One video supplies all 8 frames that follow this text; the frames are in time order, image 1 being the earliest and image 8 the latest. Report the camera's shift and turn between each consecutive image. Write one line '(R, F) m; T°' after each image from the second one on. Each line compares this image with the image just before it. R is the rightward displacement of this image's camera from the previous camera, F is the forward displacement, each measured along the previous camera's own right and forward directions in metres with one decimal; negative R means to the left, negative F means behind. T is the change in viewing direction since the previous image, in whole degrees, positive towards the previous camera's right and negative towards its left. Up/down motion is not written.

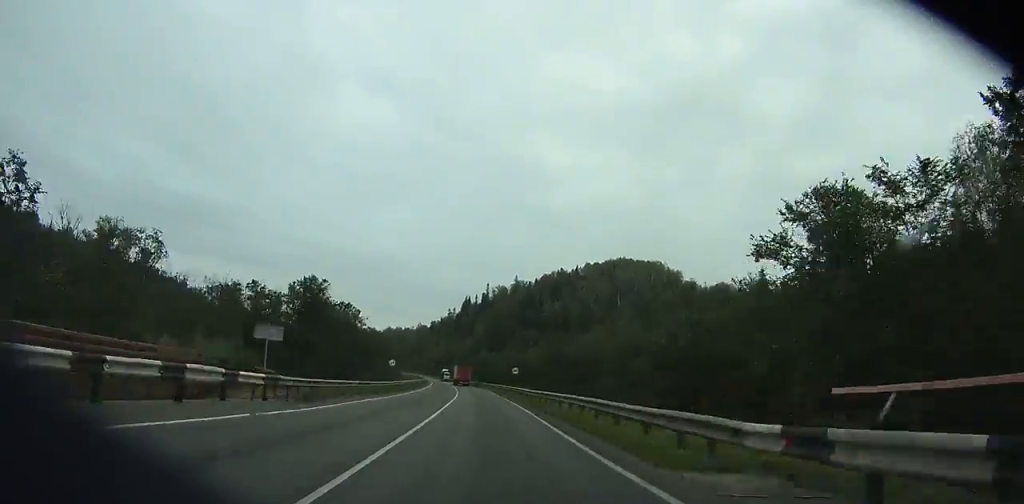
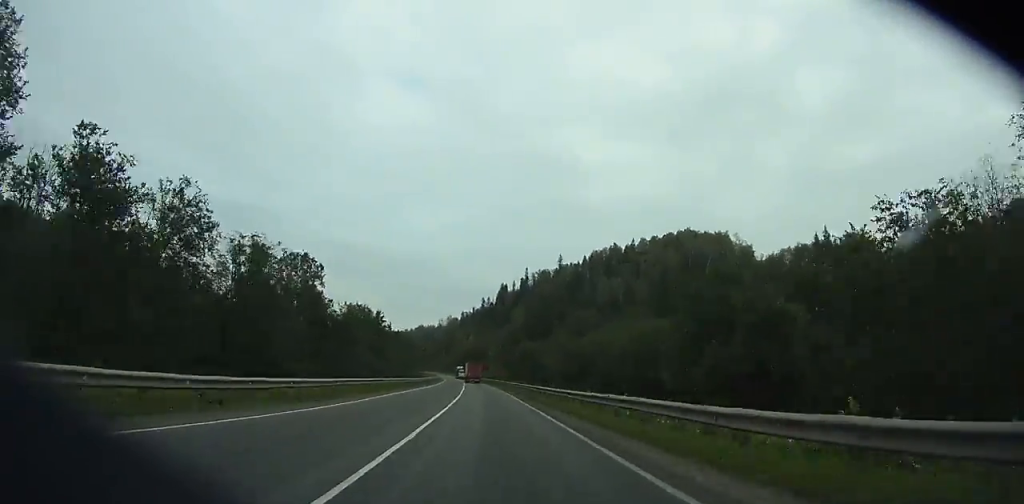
(-1.9, +64.2) m; -3°
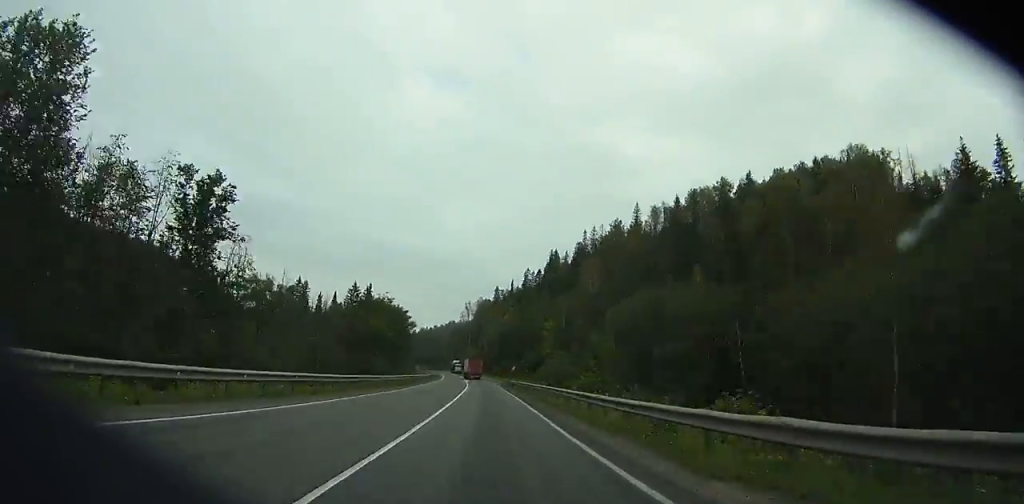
(-2.4, +111.4) m; -3°
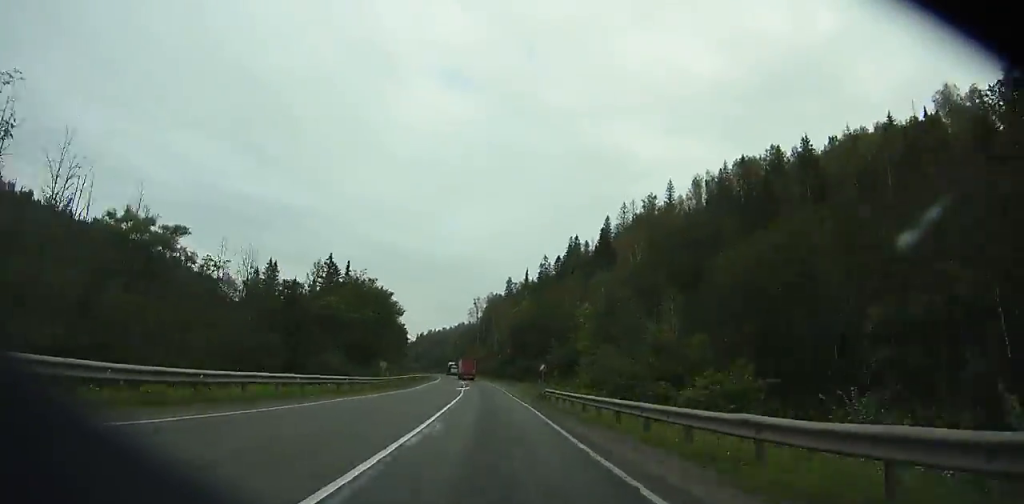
(-1.0, +34.4) m; -1°
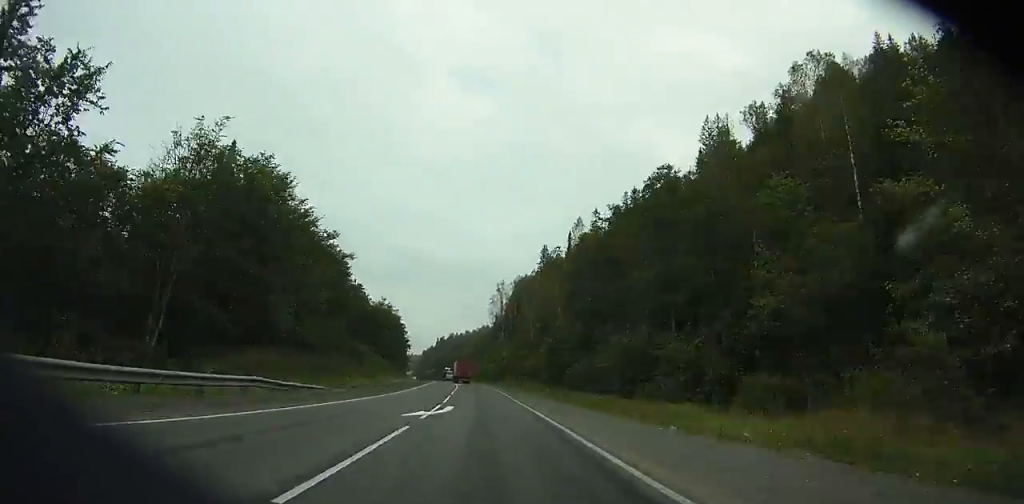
(-1.6, +63.9) m; -3°
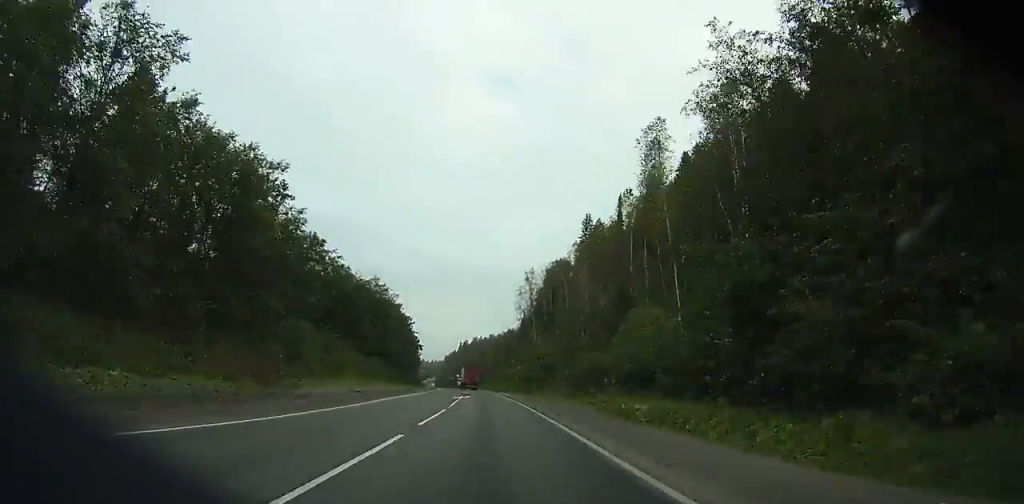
(-0.1, +36.8) m; -2°
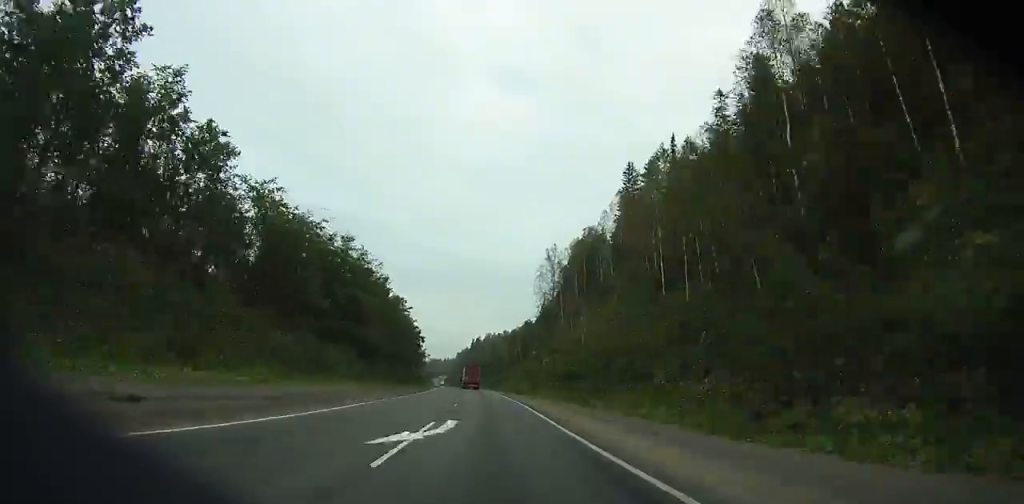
(-0.6, +31.6) m; -1°
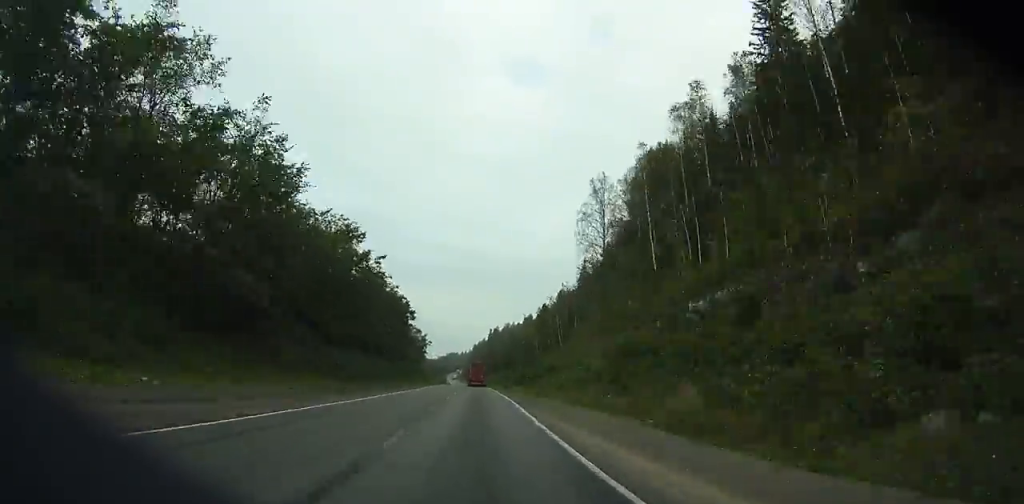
(-0.8, +53.2) m; -2°
